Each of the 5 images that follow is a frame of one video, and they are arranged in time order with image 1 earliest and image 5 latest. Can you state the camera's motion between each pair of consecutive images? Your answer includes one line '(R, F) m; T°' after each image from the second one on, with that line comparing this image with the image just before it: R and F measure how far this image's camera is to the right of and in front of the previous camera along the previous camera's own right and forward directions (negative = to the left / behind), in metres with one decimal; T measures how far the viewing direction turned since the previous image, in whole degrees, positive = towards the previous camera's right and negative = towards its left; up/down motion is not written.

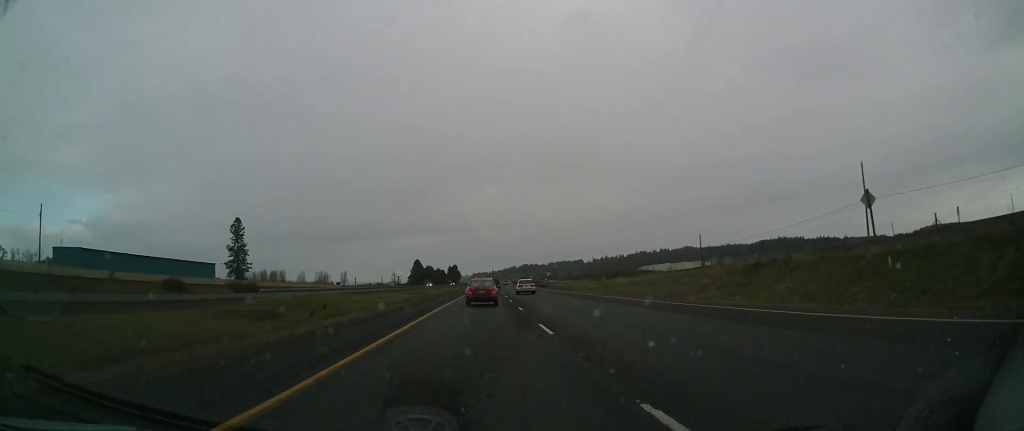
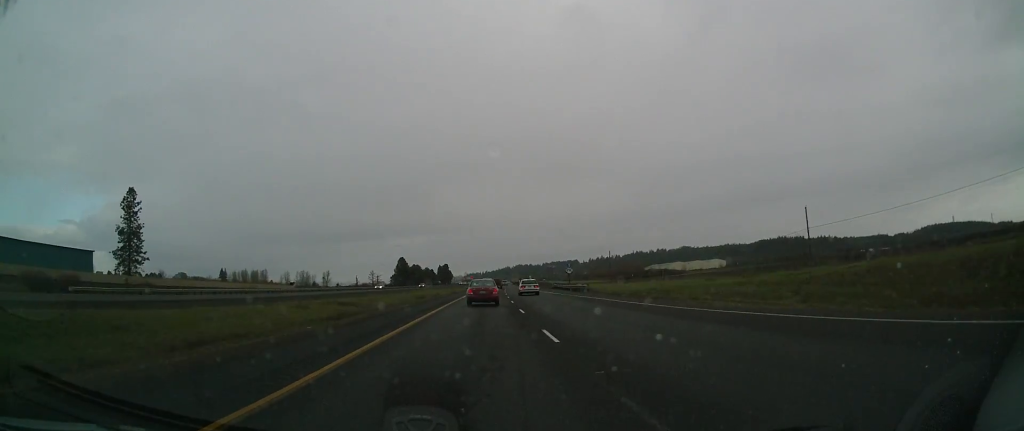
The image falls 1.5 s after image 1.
(+0.6, +50.3) m; +2°
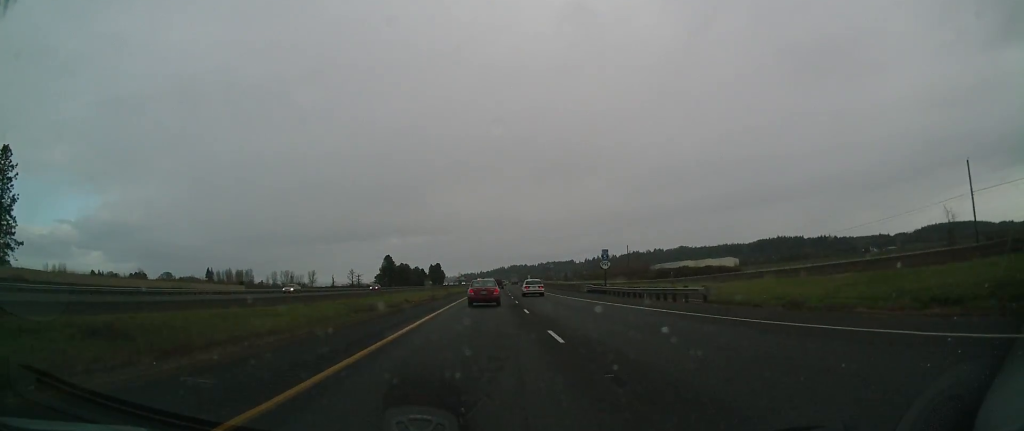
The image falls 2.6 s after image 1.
(+0.3, +36.3) m; 0°
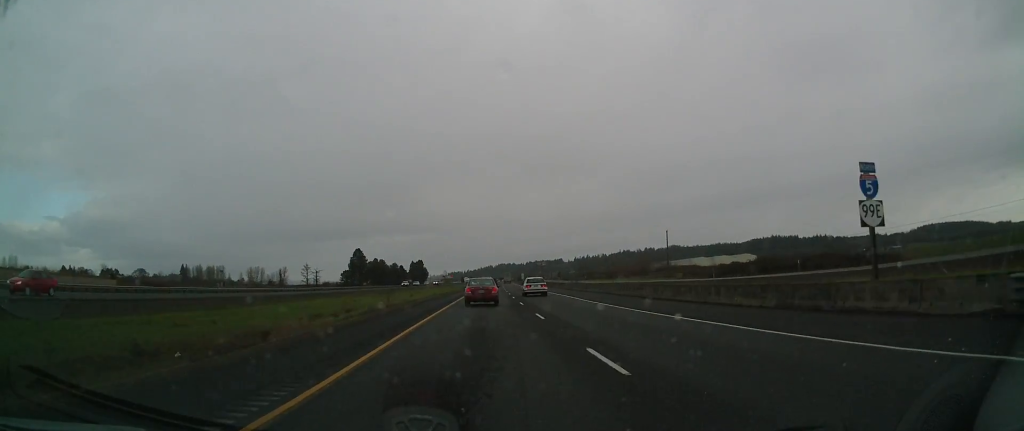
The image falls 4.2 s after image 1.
(+0.1, +53.2) m; +1°
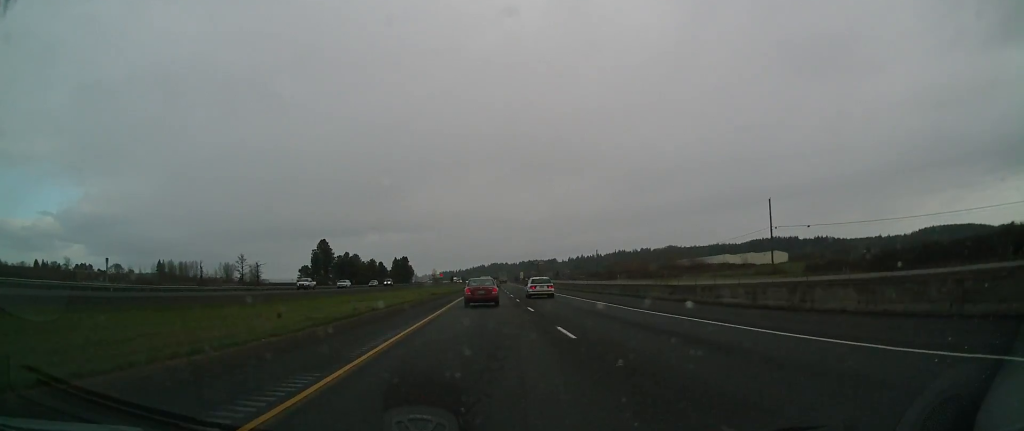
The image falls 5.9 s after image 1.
(+0.6, +55.5) m; +1°
